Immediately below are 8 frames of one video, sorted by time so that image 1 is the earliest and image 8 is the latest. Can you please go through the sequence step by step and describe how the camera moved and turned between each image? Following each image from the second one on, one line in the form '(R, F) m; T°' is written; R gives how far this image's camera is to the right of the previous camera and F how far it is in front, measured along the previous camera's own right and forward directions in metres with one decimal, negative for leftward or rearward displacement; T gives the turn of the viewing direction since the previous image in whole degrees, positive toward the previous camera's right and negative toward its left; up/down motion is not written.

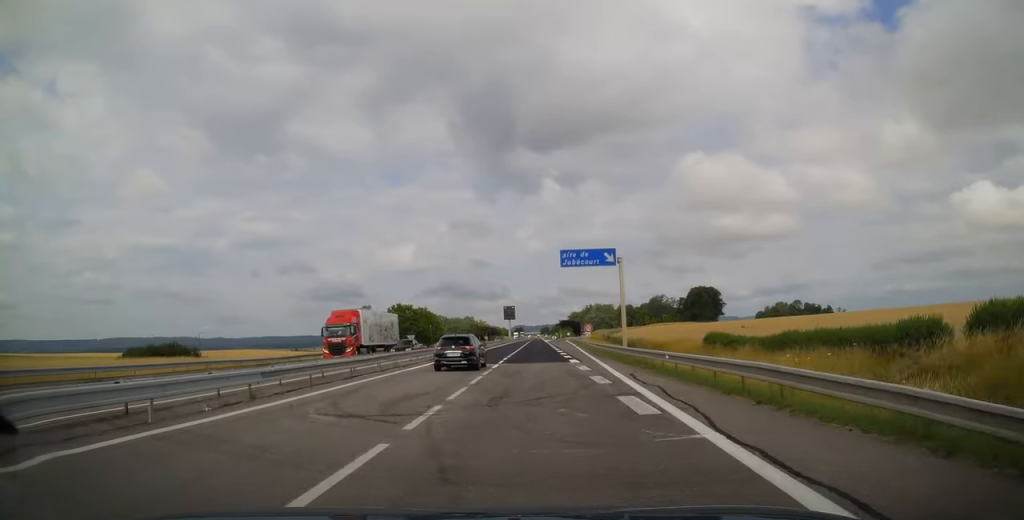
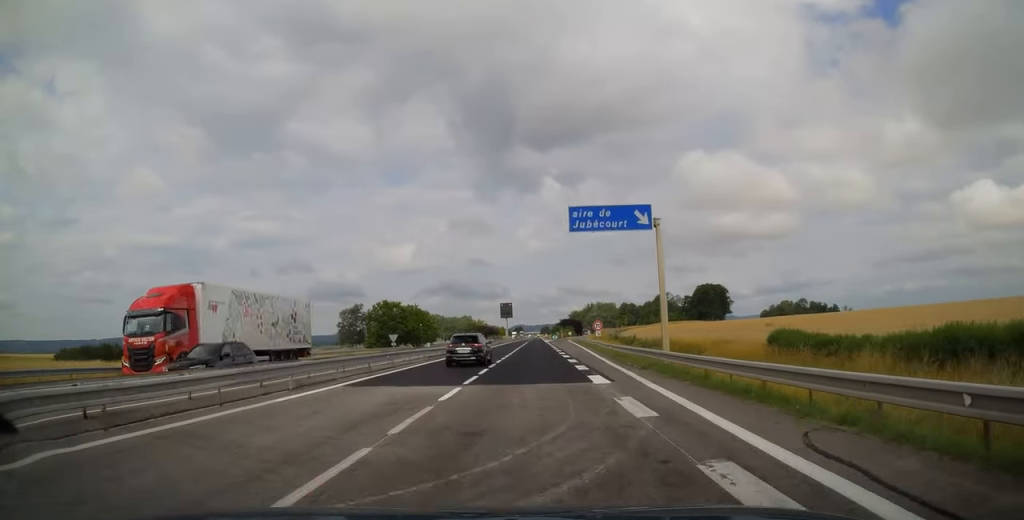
(0.0, +13.2) m; 0°
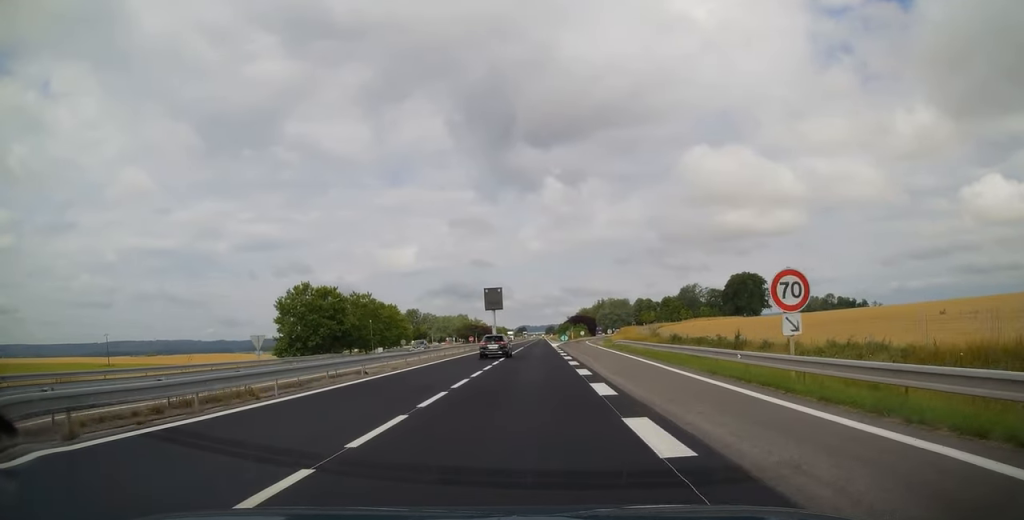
(0.0, +48.6) m; 0°
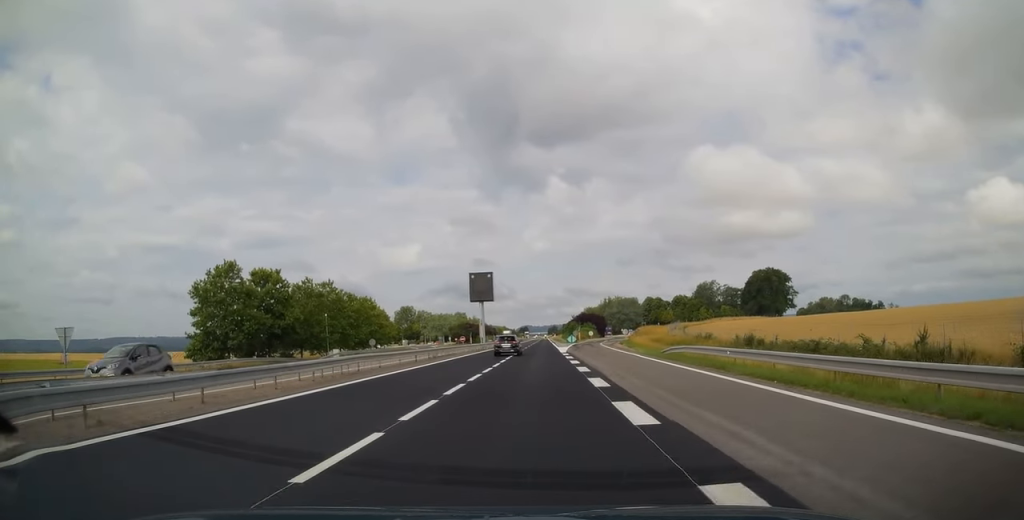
(0.0, +23.5) m; -1°
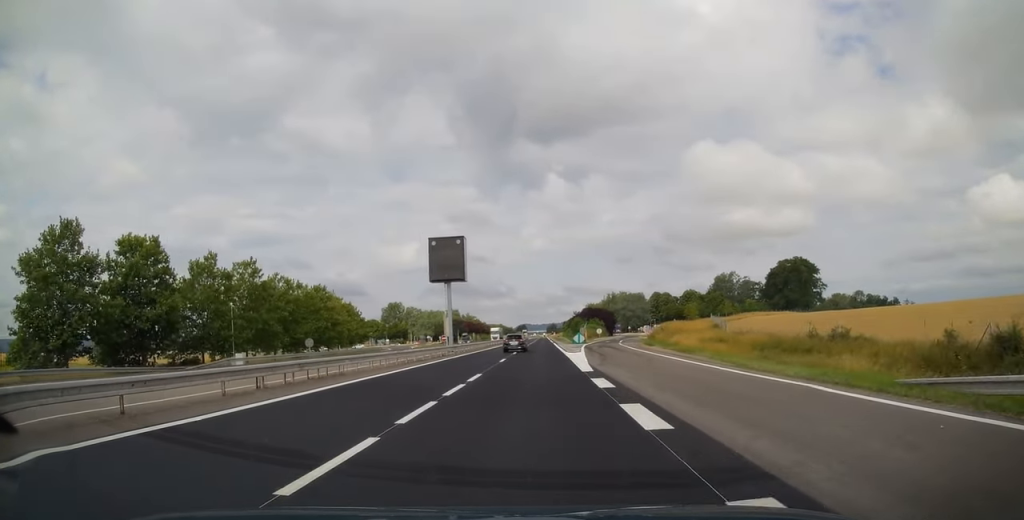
(-0.3, +26.5) m; 0°
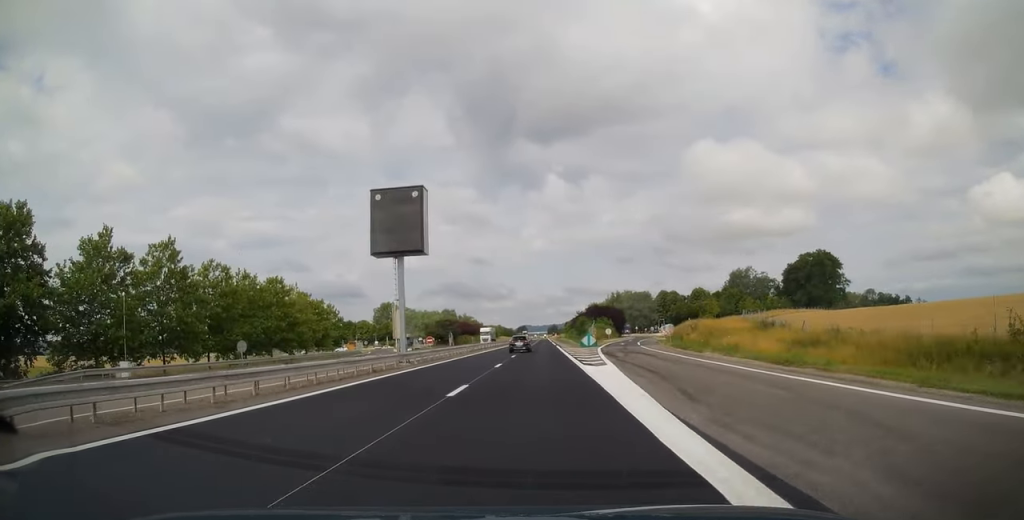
(+0.2, +17.1) m; 0°
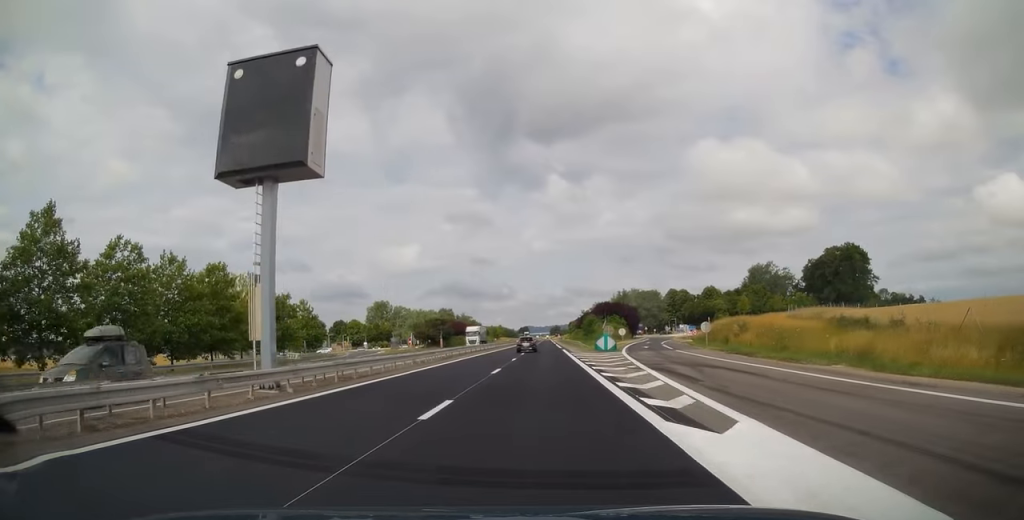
(+0.1, +16.7) m; 0°
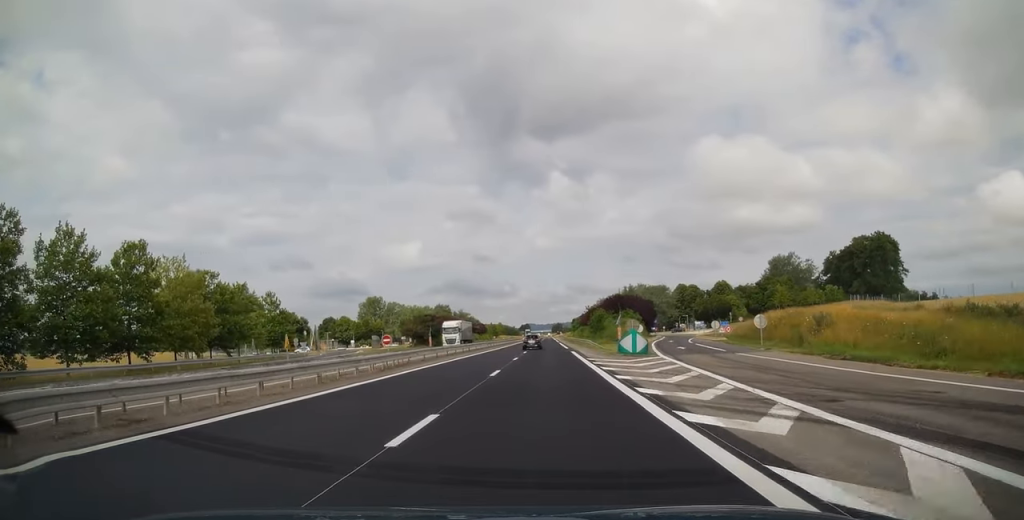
(0.0, +15.7) m; 0°
